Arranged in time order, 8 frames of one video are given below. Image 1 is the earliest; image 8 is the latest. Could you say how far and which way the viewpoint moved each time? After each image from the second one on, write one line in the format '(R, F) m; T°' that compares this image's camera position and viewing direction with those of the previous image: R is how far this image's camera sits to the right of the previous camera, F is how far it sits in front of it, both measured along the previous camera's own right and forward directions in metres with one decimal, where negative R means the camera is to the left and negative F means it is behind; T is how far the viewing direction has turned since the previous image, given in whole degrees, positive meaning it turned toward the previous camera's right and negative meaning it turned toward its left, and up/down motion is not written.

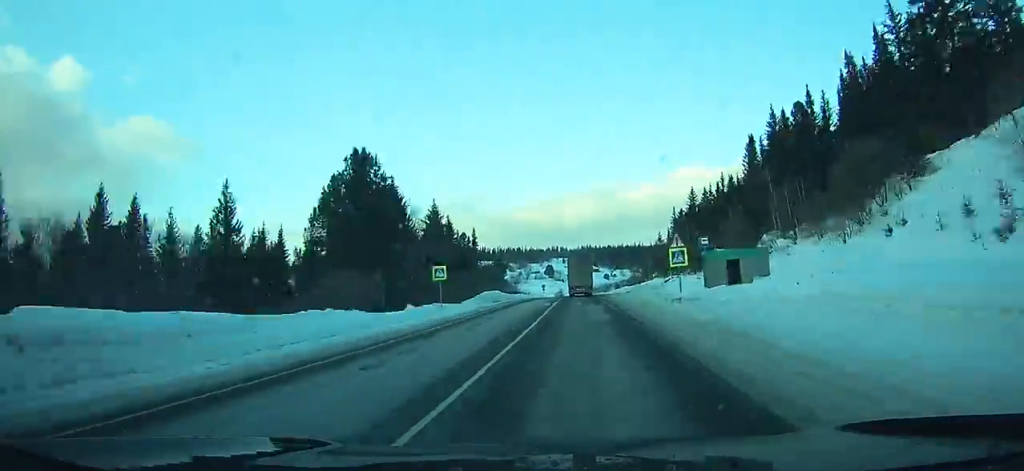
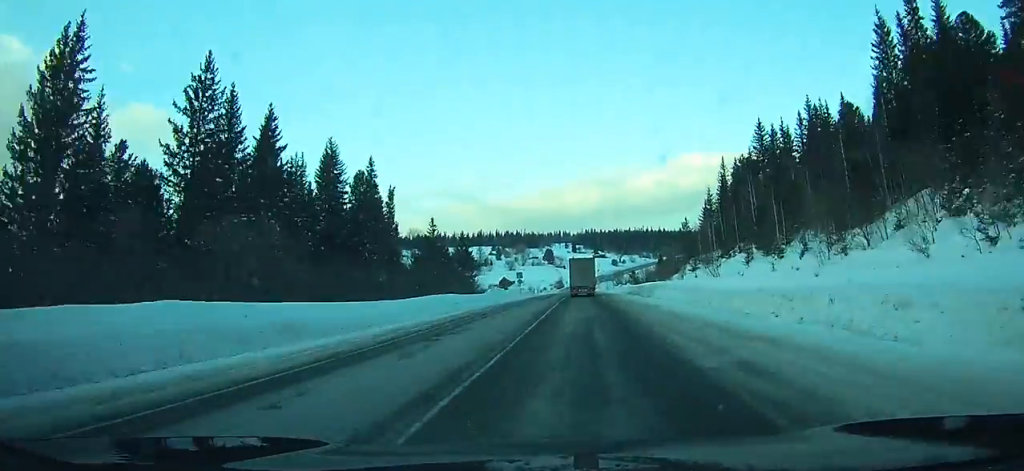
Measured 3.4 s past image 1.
(-0.2, +67.4) m; 0°
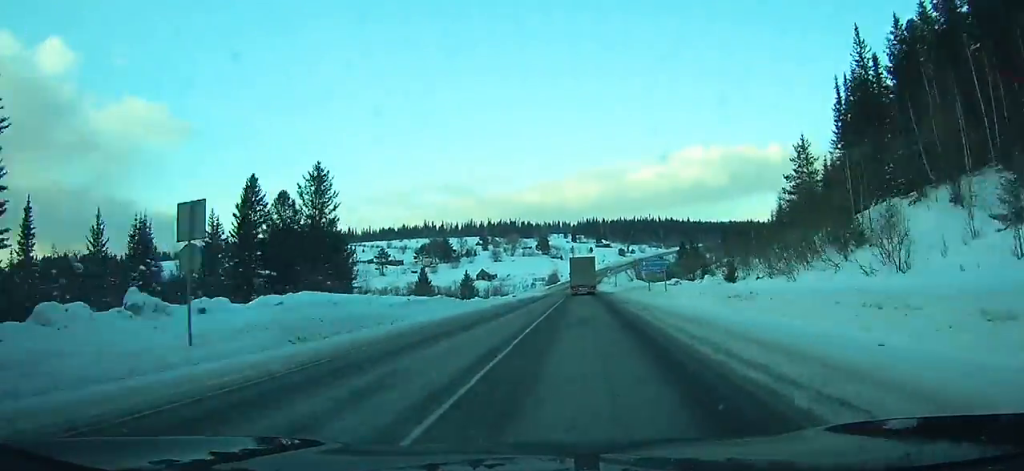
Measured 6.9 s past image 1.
(+0.2, +71.9) m; 0°
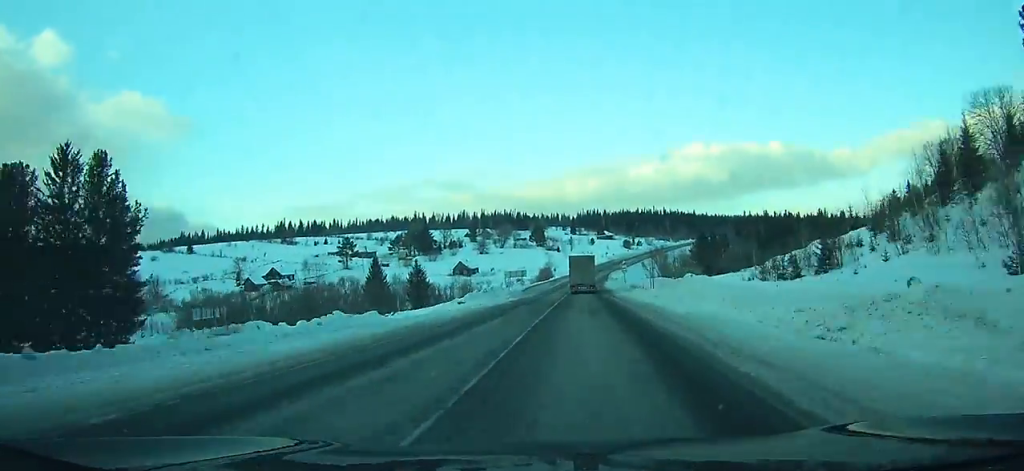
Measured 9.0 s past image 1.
(-0.2, +44.5) m; 0°
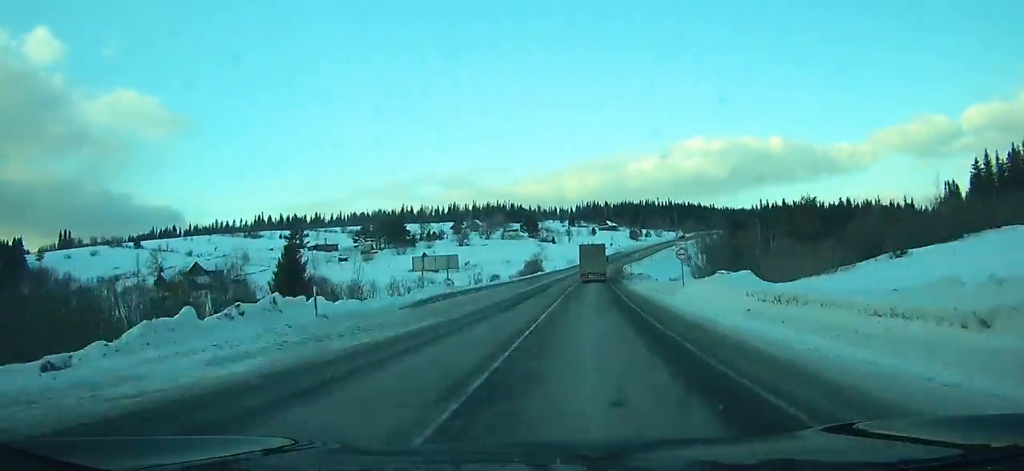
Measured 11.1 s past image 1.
(0.0, +45.9) m; +1°
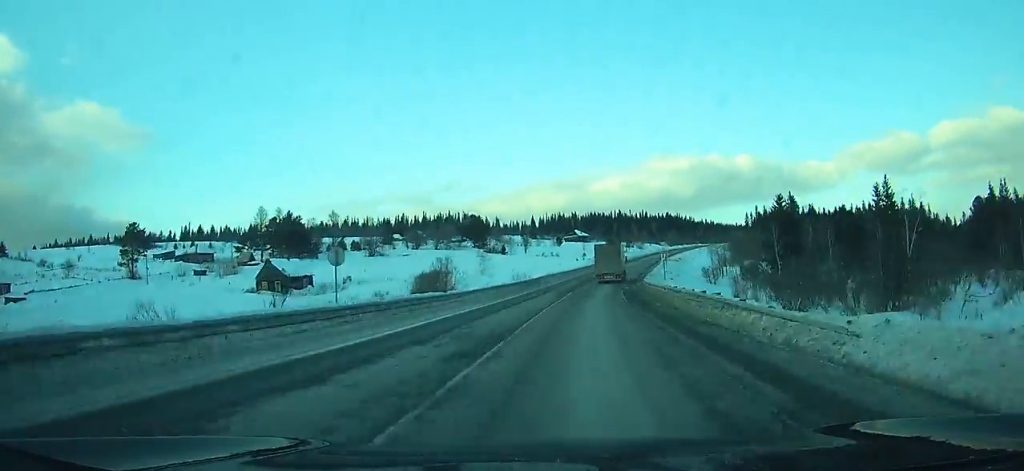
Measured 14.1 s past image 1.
(+1.2, +66.6) m; +3°
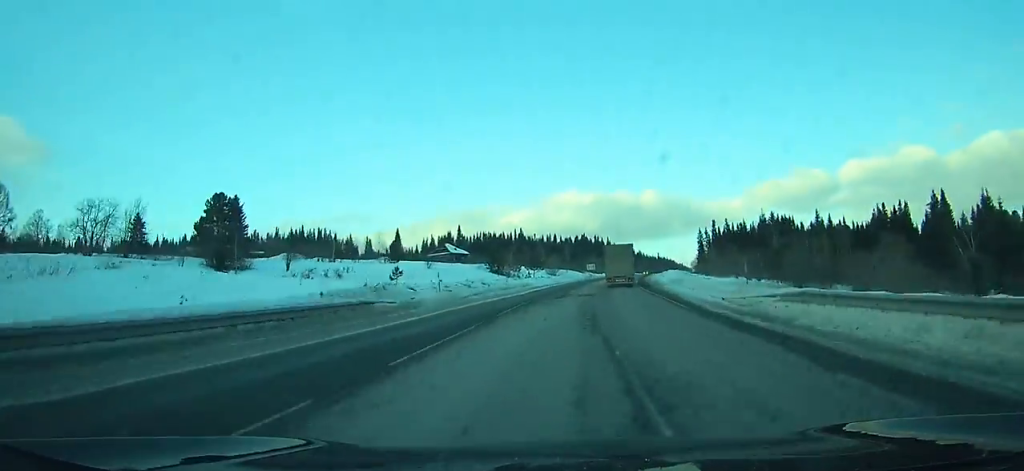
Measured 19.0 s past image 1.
(+6.8, +109.2) m; +8°
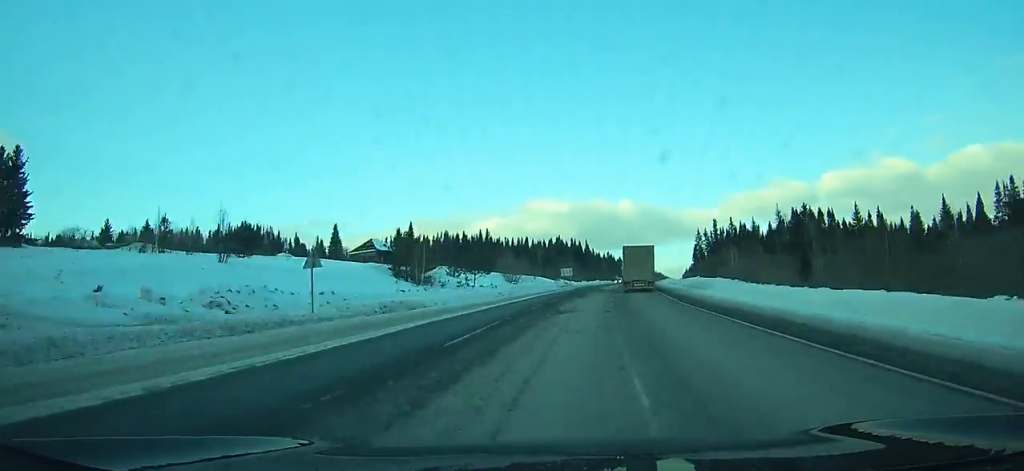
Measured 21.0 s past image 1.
(+0.9, +44.7) m; +3°
